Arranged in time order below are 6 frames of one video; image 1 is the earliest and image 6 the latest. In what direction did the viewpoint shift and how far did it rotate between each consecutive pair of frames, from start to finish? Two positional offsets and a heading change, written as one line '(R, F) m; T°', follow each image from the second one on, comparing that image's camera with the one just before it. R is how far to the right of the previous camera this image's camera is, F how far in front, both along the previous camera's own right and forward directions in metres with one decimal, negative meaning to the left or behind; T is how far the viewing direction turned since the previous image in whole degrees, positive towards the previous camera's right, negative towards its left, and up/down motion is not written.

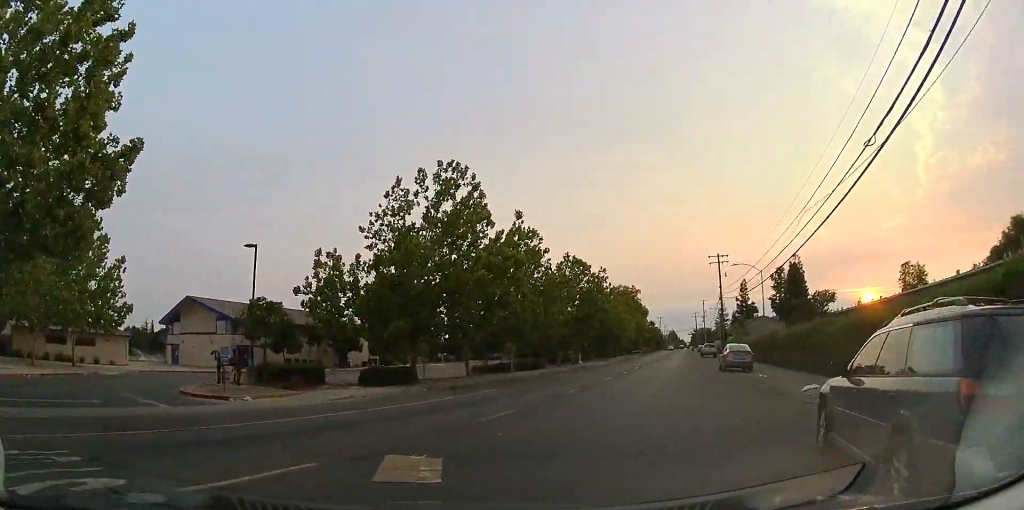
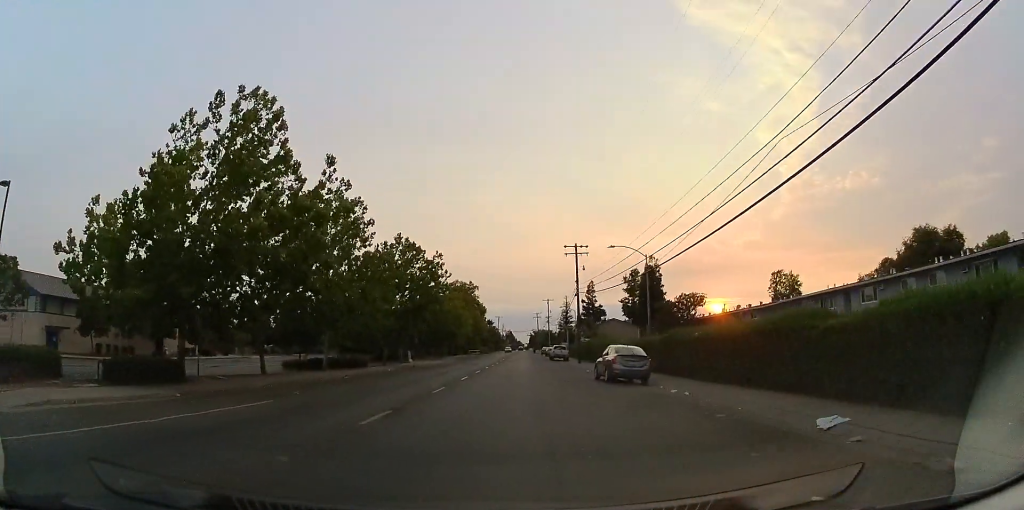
(+1.4, +8.1) m; +16°
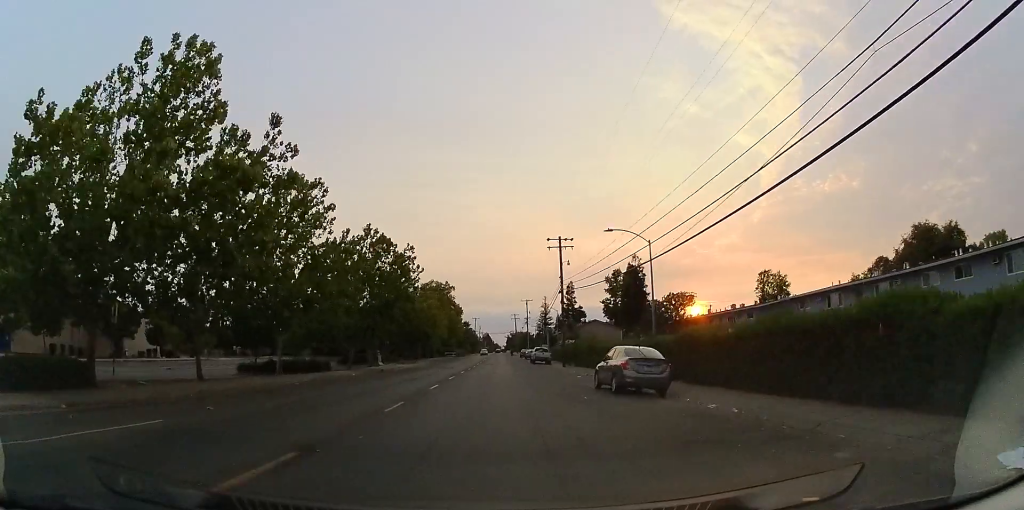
(+0.3, +4.5) m; +3°
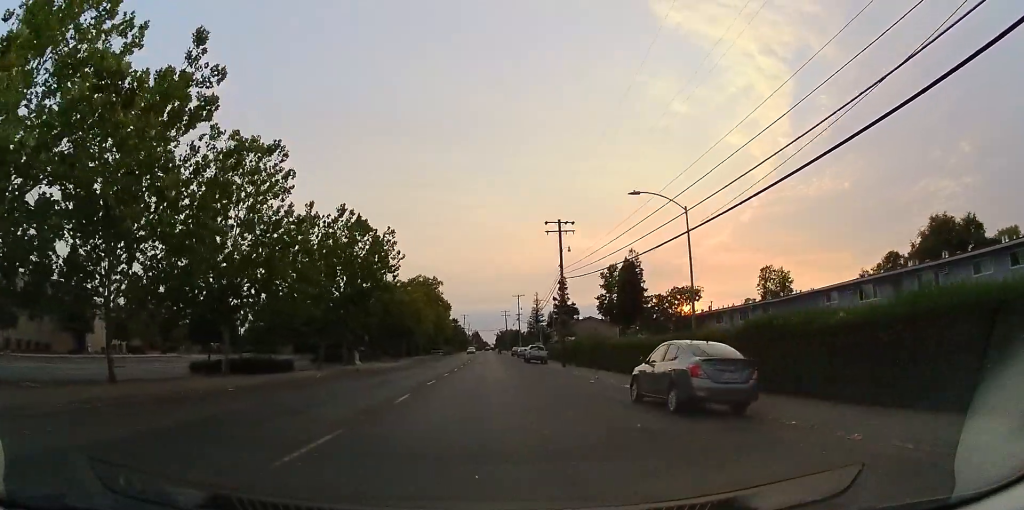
(+0.2, +5.6) m; +2°
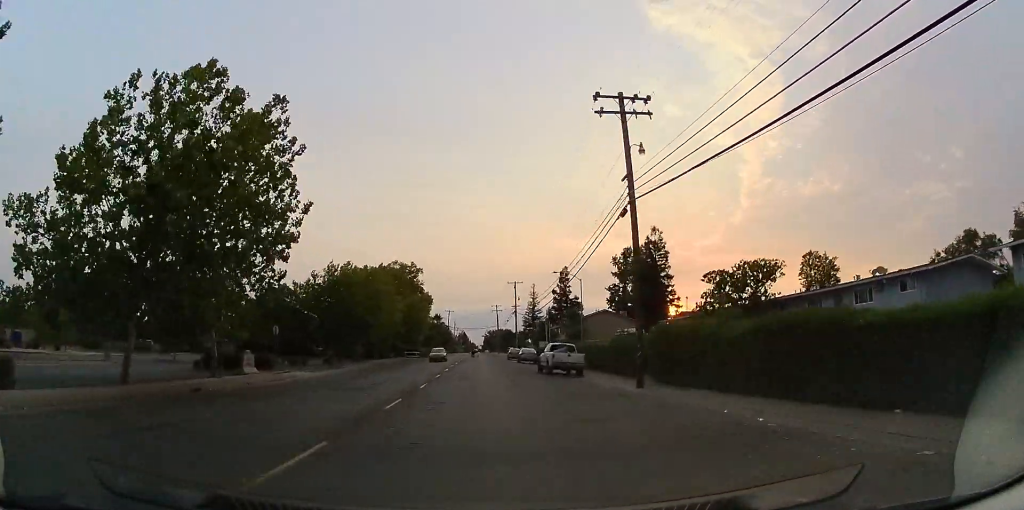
(+0.5, +22.6) m; +3°
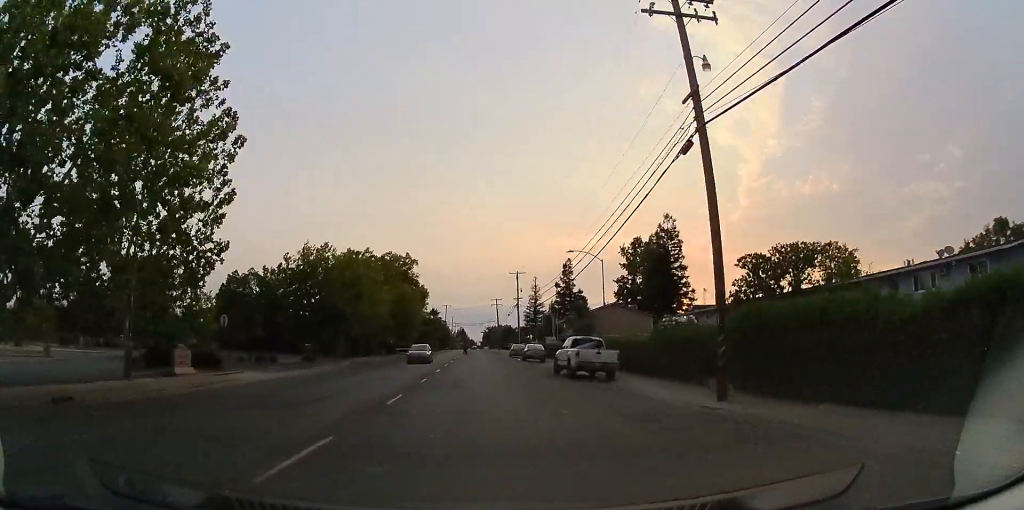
(+0.3, +7.2) m; 0°
